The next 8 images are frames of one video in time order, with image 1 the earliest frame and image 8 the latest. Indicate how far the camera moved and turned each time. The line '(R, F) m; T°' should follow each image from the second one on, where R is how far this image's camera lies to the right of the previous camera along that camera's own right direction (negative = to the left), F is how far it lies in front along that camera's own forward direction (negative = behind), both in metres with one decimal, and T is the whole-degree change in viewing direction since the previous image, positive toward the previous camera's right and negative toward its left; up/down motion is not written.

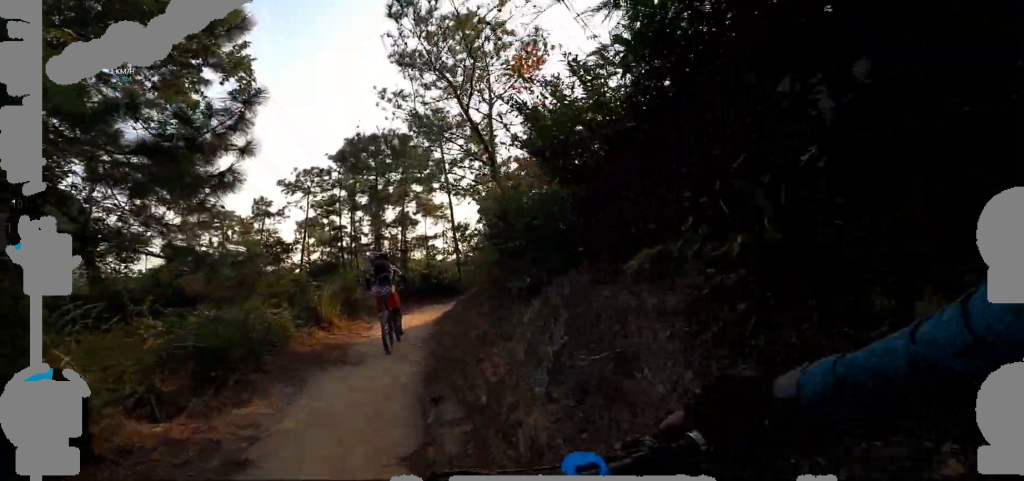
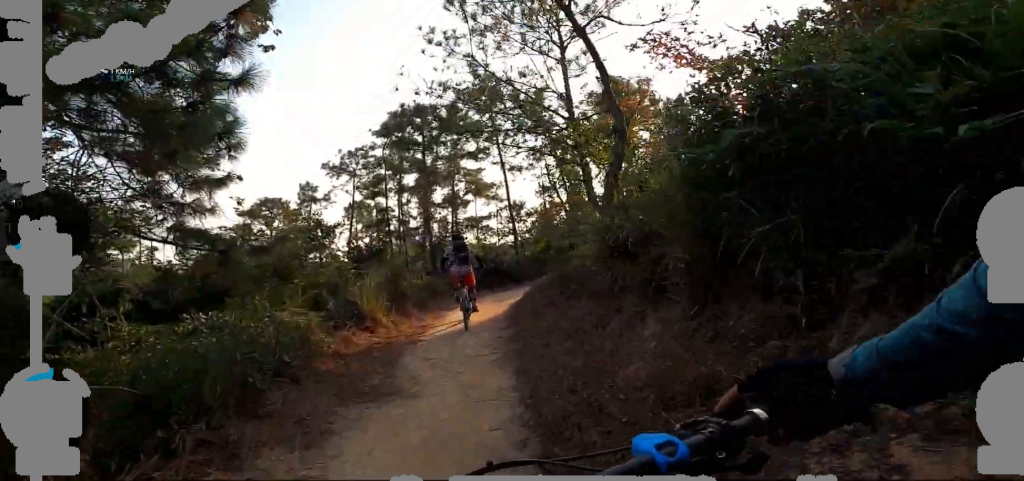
(-0.3, +2.7) m; -7°
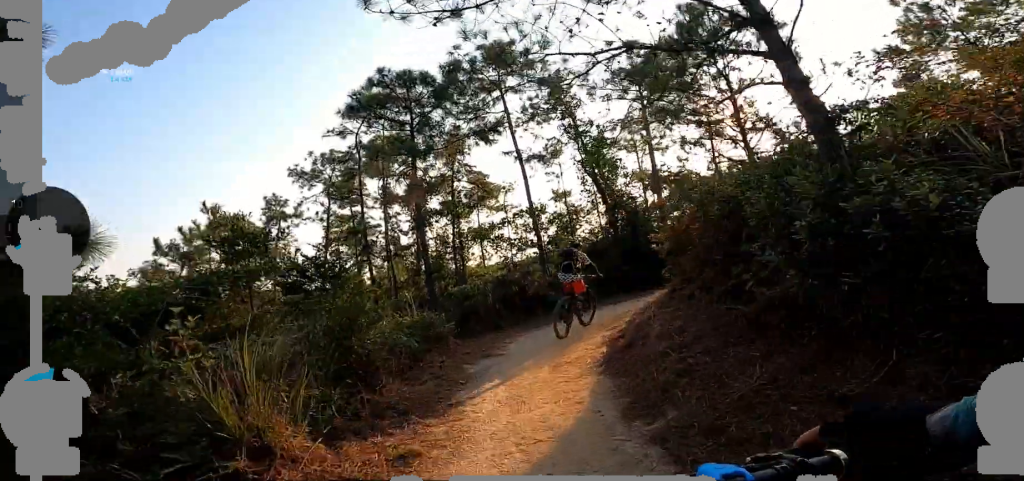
(+0.1, +5.4) m; +20°
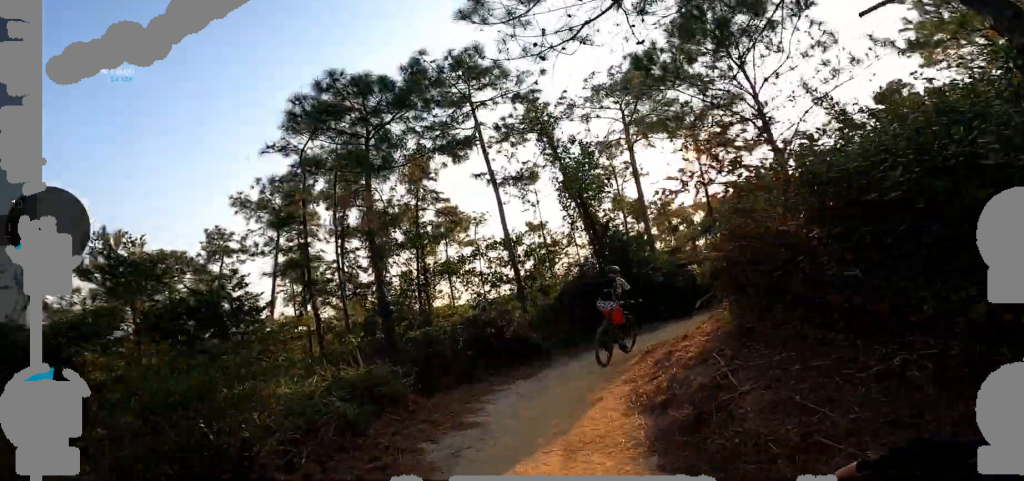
(+0.4, +1.7) m; +16°
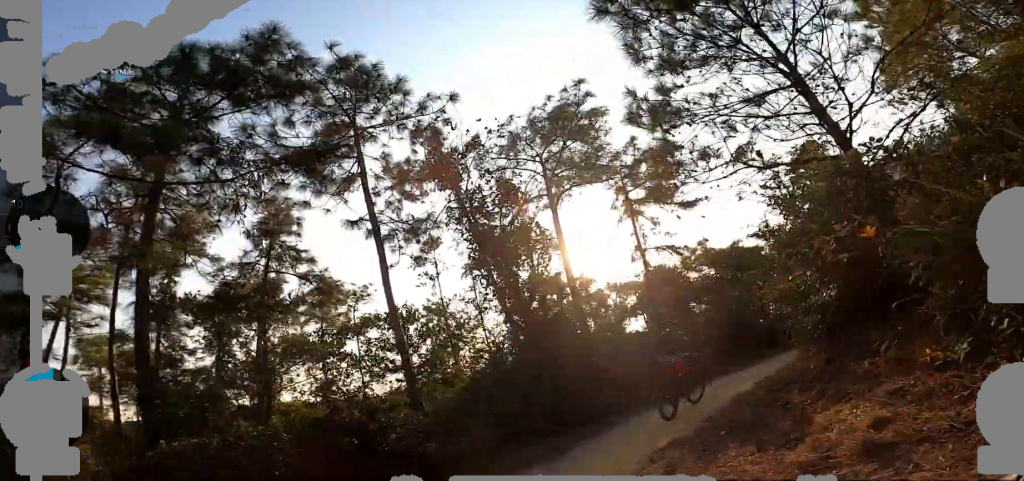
(+0.8, +2.9) m; +19°
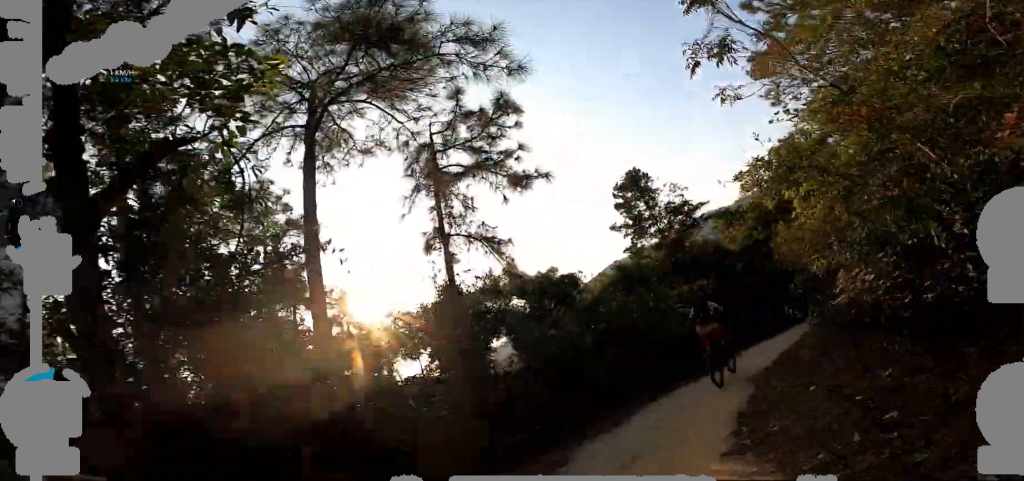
(+0.1, +4.4) m; +5°
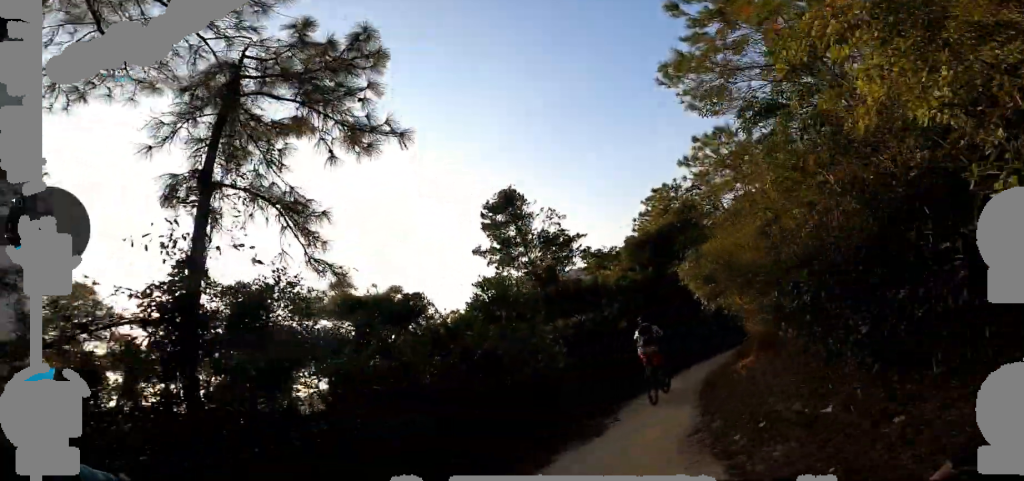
(+0.1, +2.1) m; +10°
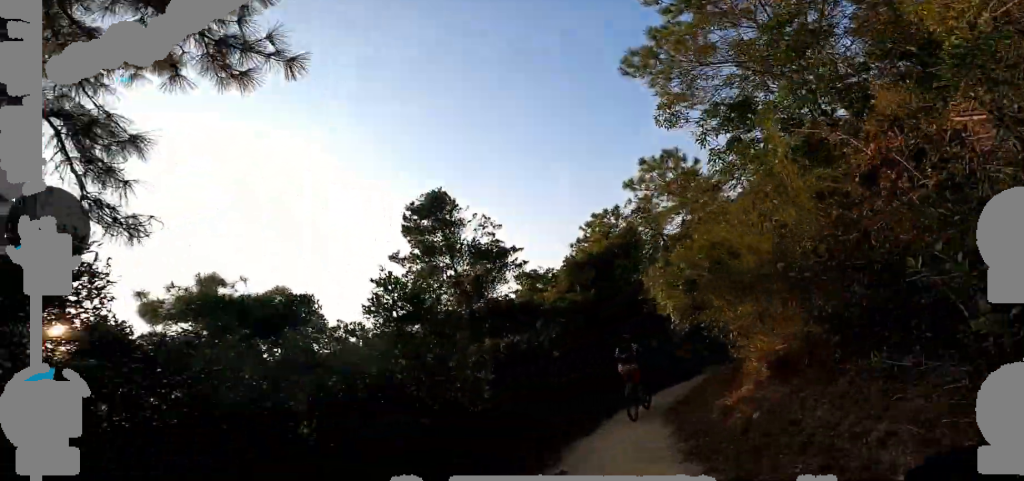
(+0.4, +1.4) m; +12°
